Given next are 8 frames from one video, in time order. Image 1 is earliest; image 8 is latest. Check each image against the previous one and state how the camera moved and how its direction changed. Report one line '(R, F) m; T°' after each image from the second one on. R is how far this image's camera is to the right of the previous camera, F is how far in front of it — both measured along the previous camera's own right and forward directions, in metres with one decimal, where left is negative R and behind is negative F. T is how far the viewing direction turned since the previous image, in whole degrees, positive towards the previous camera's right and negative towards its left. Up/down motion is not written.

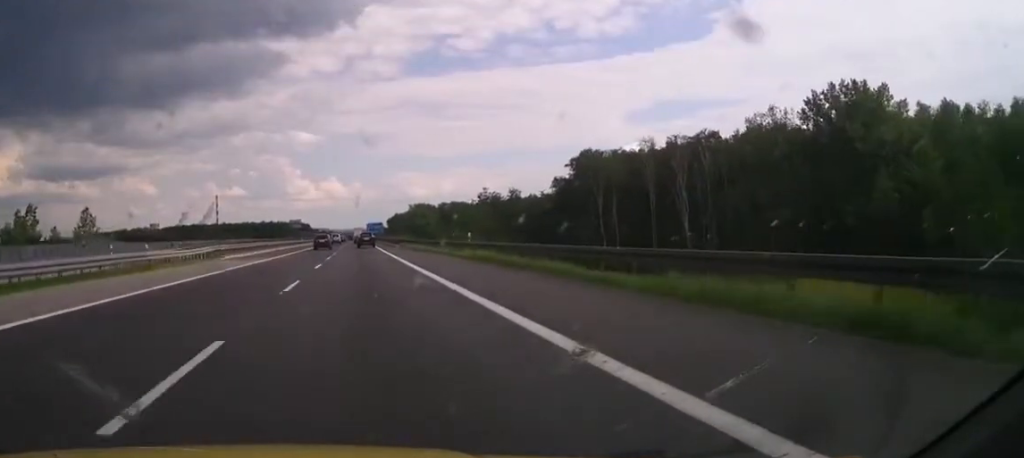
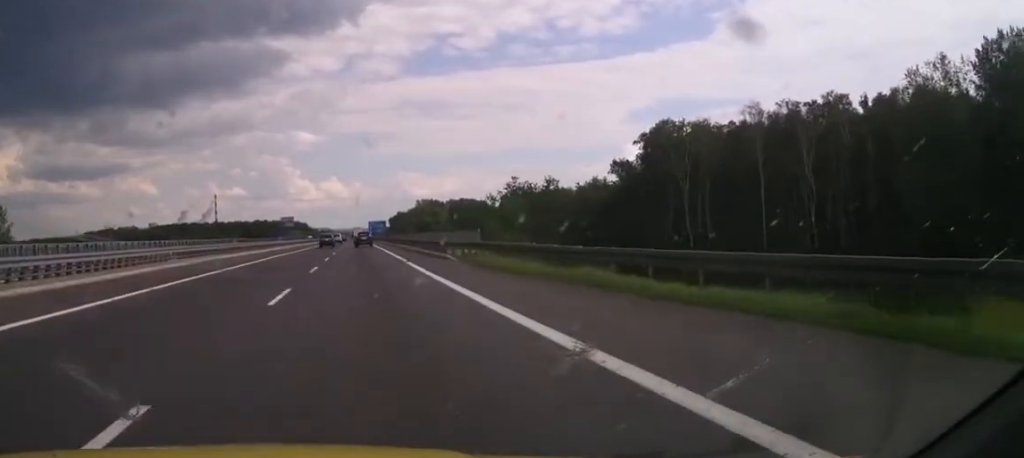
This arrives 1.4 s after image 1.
(-0.2, +40.6) m; -1°
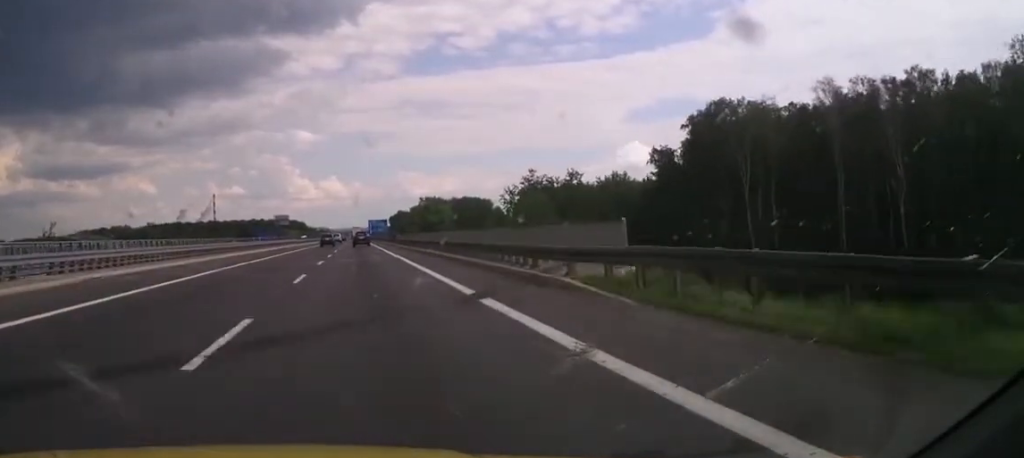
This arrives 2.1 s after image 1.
(0.0, +18.8) m; 0°
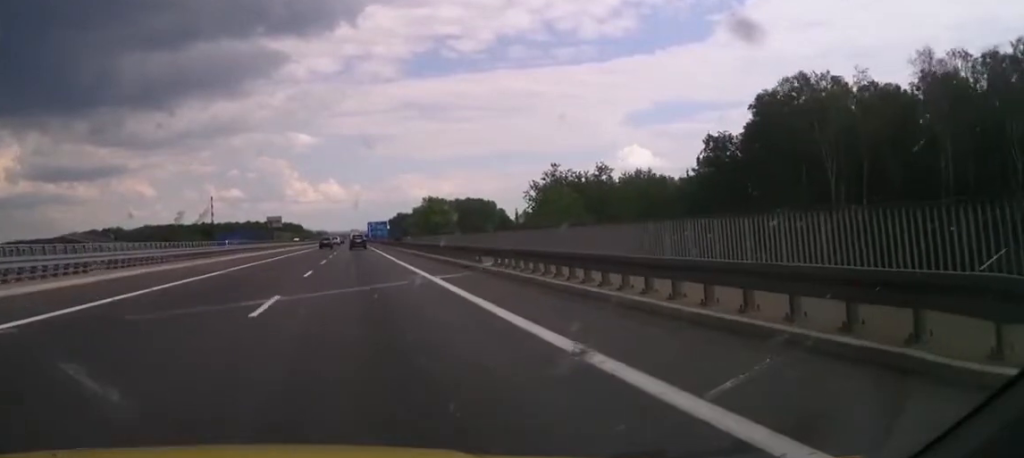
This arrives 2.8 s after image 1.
(+0.1, +19.6) m; 0°
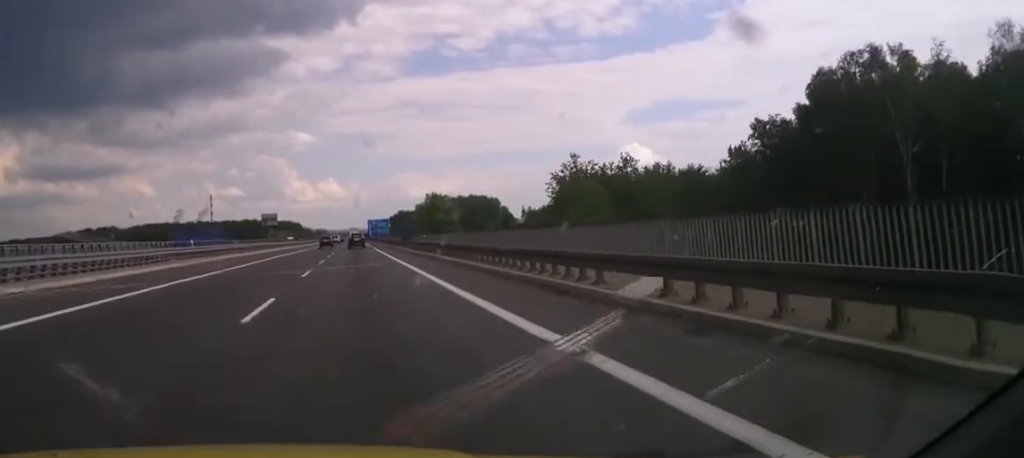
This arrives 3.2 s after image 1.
(+0.2, +13.1) m; 0°
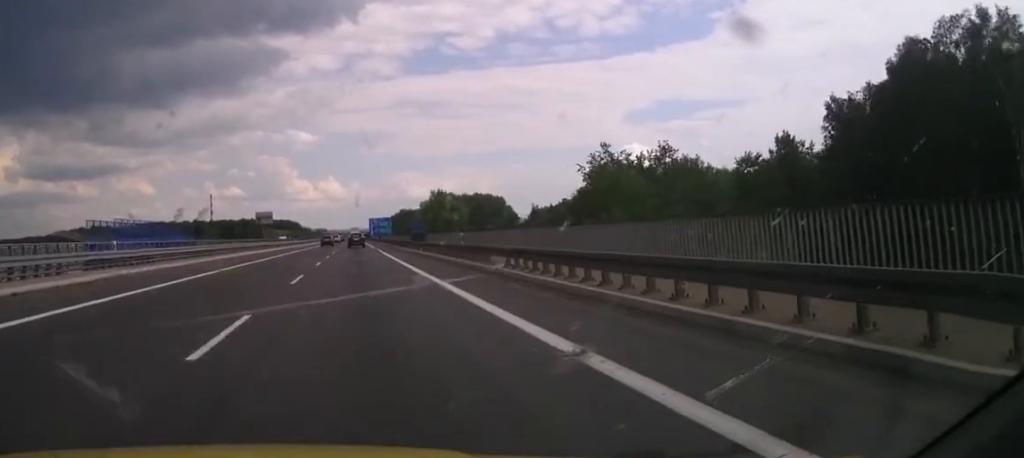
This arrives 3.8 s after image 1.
(0.0, +15.8) m; 0°
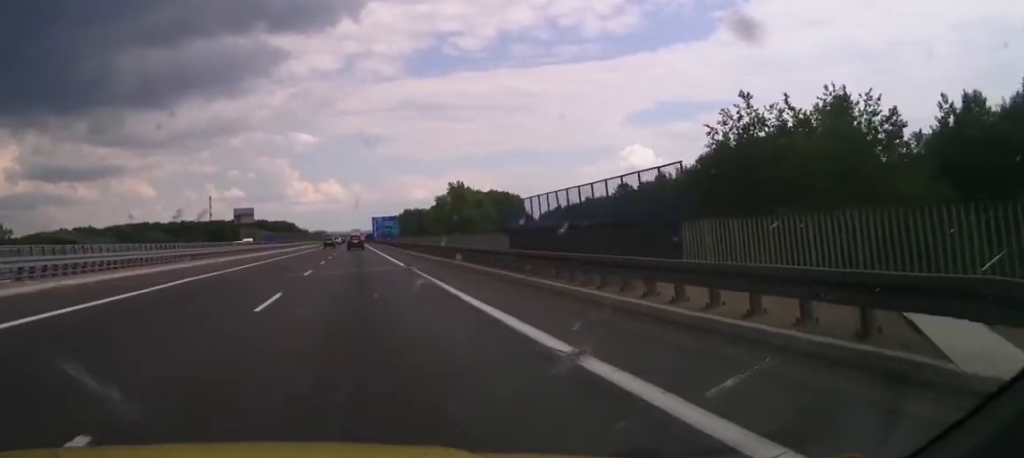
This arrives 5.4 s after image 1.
(-0.3, +43.9) m; 0°
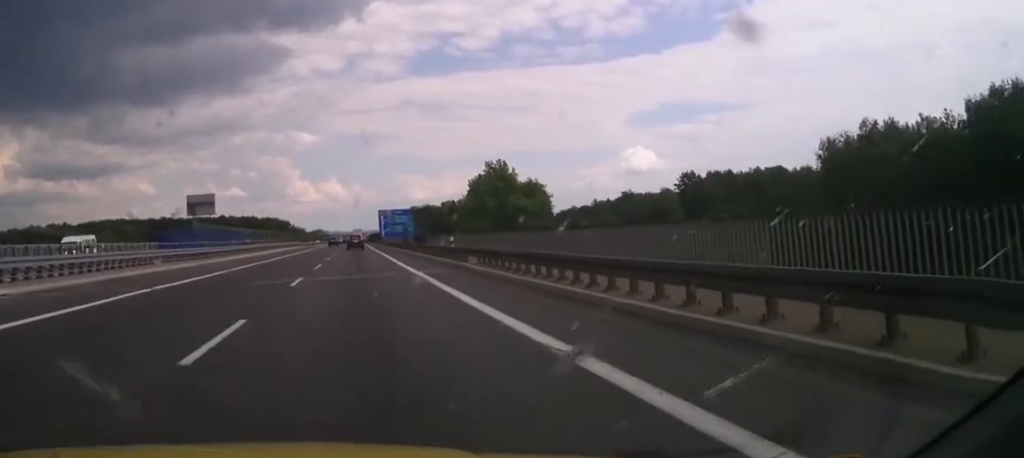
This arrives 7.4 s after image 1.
(+0.1, +53.1) m; 0°
